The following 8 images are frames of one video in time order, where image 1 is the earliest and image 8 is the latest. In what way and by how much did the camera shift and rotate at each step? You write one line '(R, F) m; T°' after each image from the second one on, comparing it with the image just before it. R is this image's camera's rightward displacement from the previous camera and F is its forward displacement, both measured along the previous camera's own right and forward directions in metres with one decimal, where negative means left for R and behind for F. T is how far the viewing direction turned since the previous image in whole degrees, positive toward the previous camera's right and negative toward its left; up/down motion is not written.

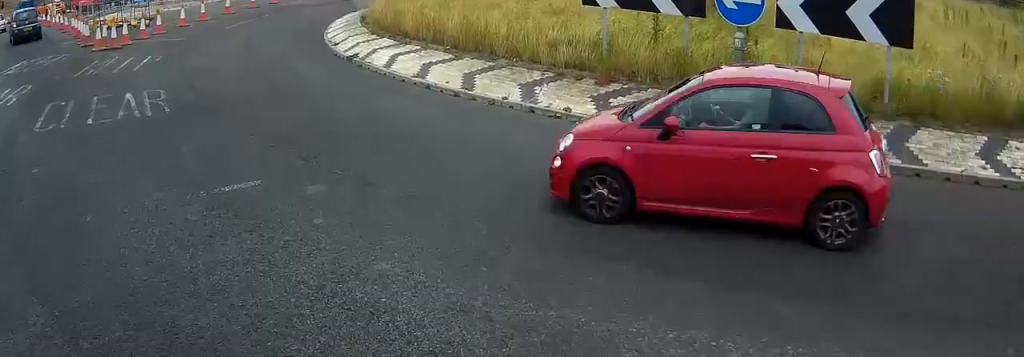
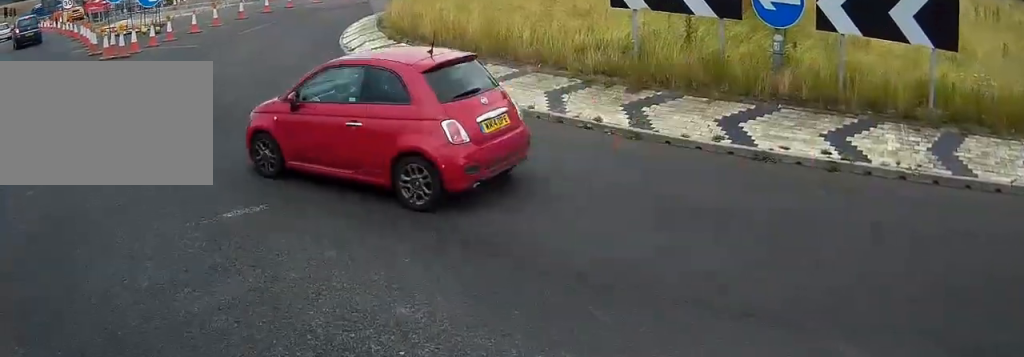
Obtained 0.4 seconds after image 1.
(+0.1, +0.7) m; -1°
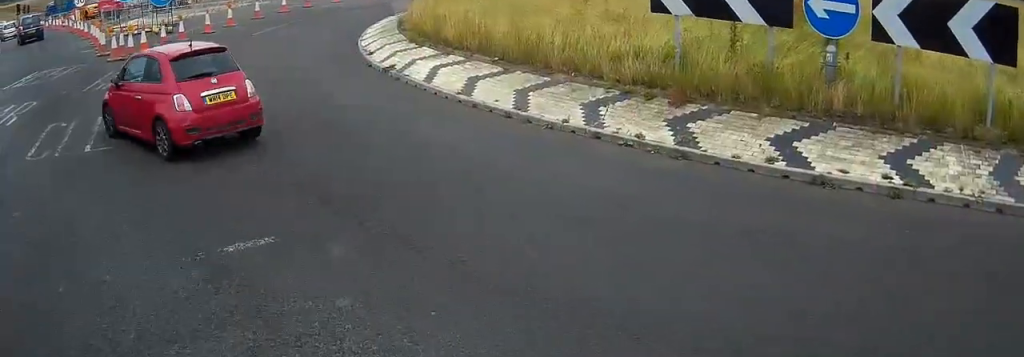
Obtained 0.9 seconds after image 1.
(+0.1, +0.8) m; -1°
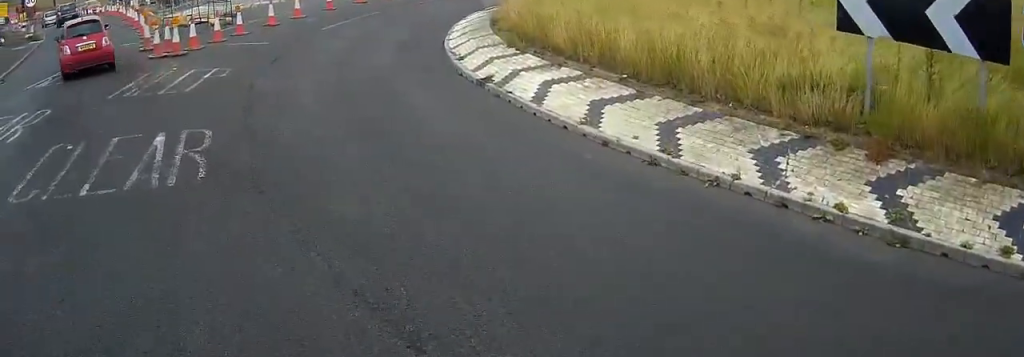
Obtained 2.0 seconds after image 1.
(-0.4, +2.3) m; -13°
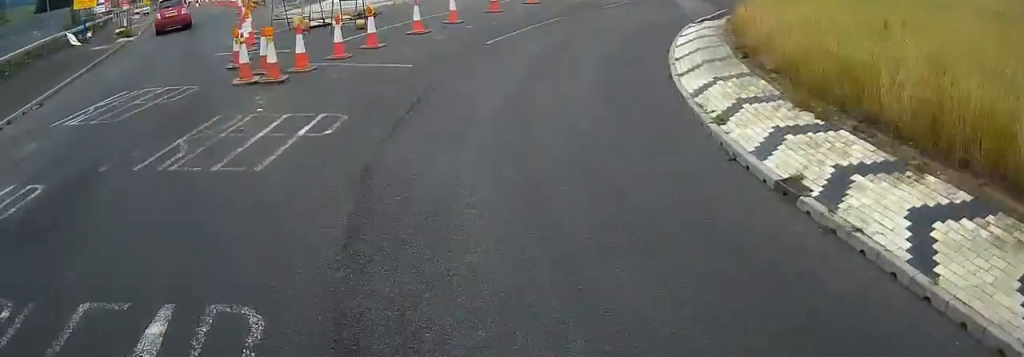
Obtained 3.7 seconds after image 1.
(-0.4, +5.3) m; -6°
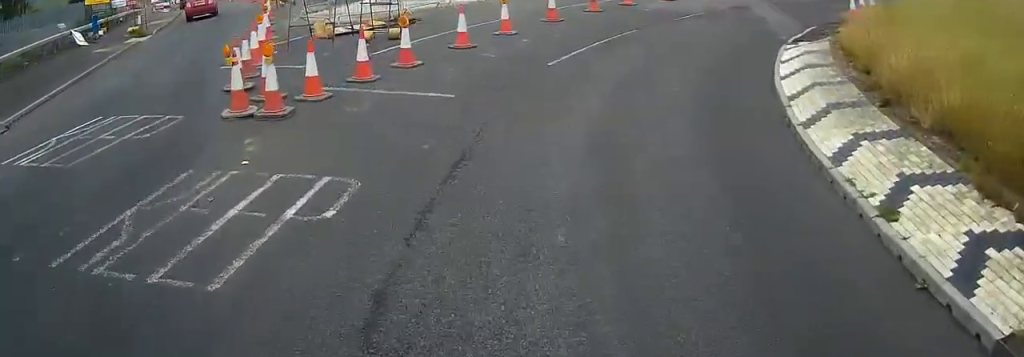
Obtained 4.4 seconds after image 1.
(-0.1, +3.1) m; -1°
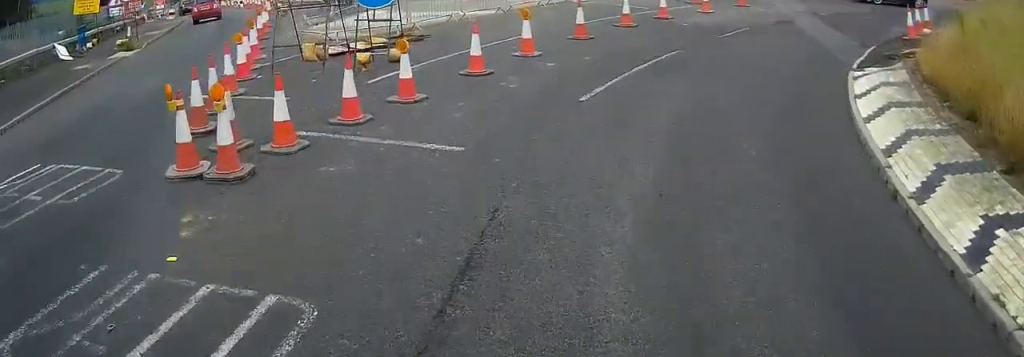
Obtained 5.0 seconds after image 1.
(0.0, +2.7) m; 0°
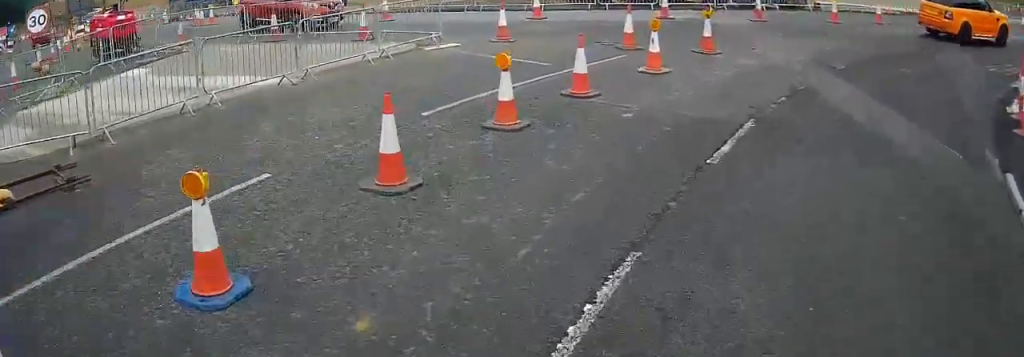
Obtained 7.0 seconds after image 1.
(+0.1, +9.4) m; +2°
